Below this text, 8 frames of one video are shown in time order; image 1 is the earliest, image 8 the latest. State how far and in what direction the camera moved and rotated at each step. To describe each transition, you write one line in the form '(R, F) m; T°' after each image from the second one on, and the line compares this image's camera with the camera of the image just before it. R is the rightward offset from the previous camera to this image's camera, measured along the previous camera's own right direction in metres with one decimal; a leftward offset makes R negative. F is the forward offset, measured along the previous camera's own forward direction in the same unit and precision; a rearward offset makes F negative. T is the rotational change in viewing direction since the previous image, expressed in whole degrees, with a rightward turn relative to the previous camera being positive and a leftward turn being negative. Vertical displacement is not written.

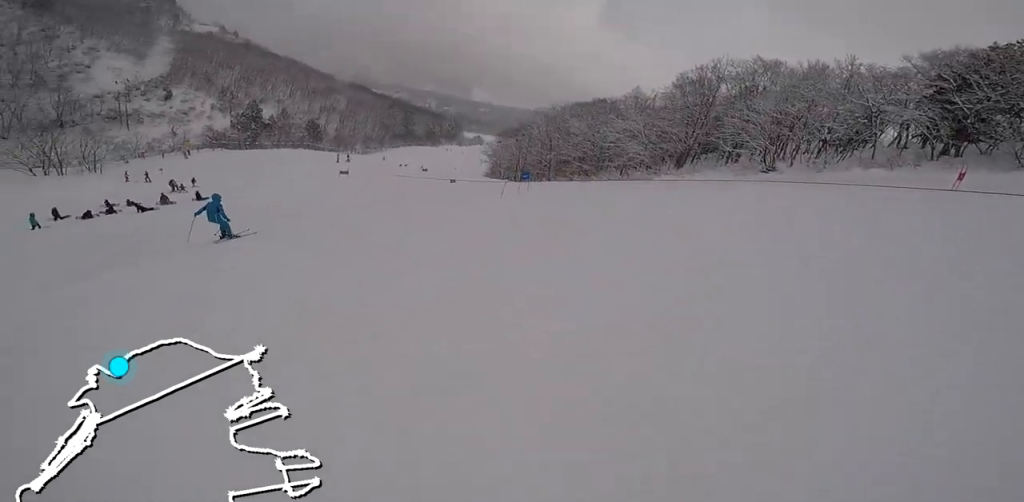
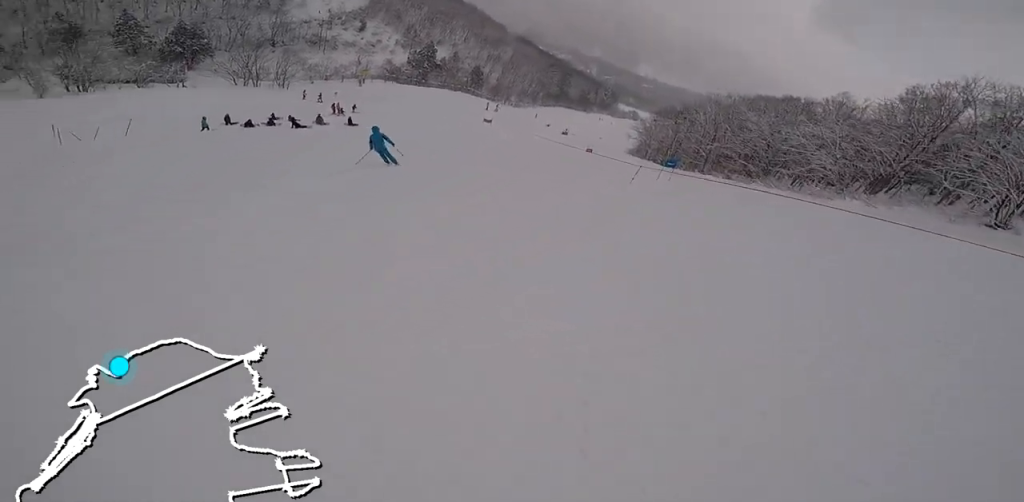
(+0.1, +2.7) m; -14°
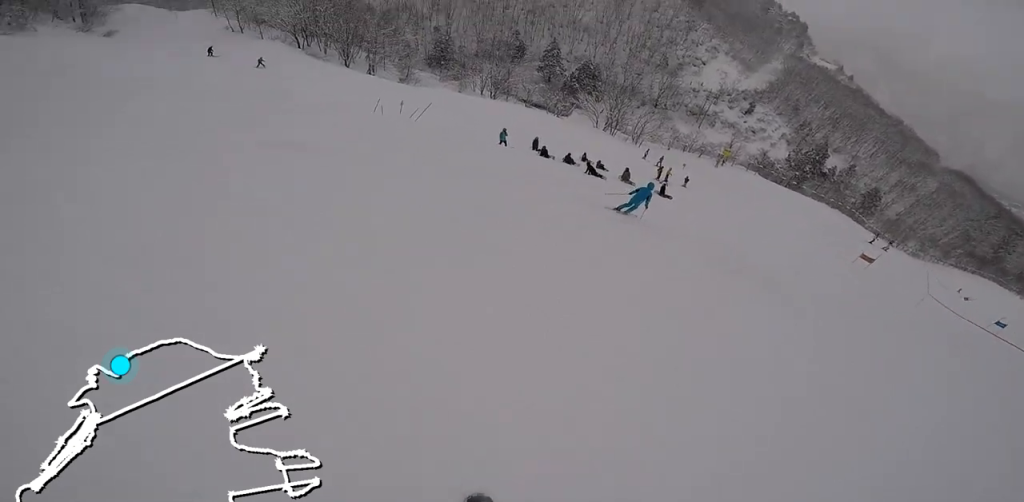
(-4.5, +11.4) m; -14°
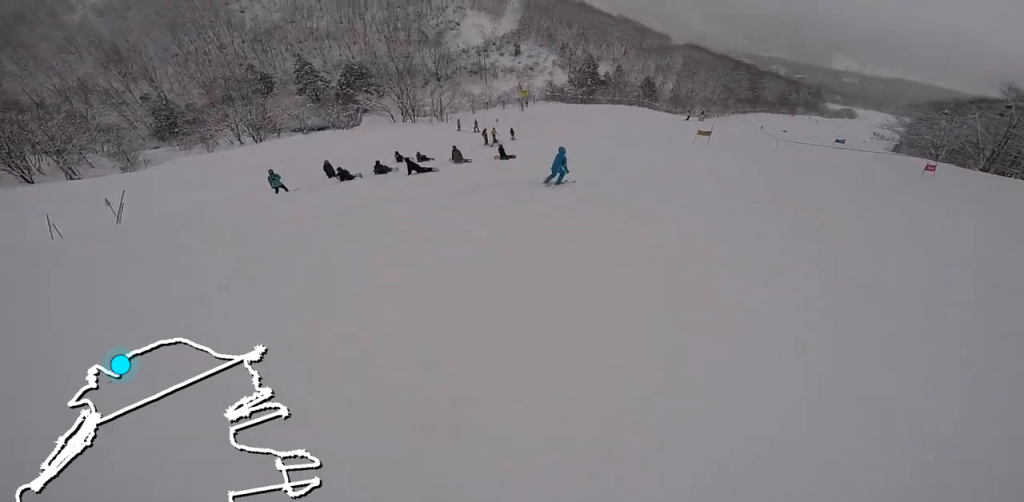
(+0.9, +5.9) m; +12°
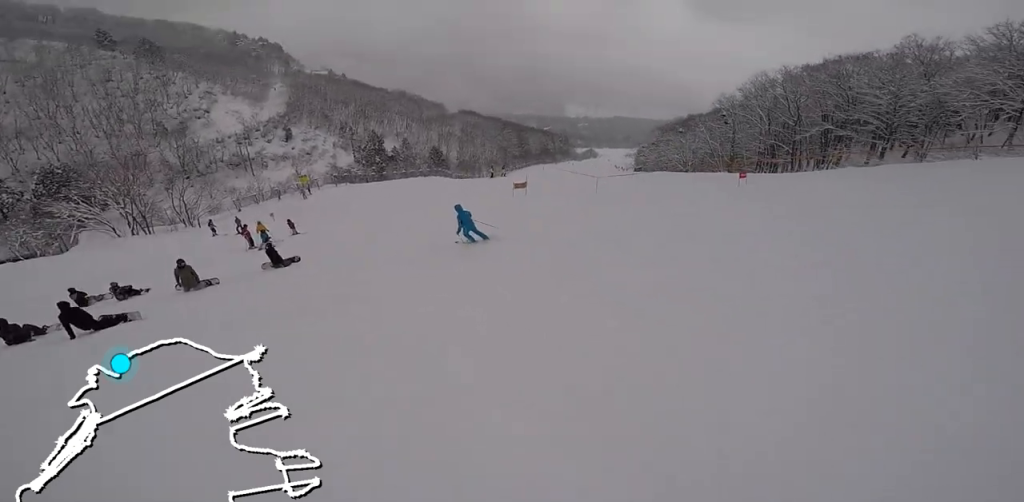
(+1.2, +7.2) m; +9°
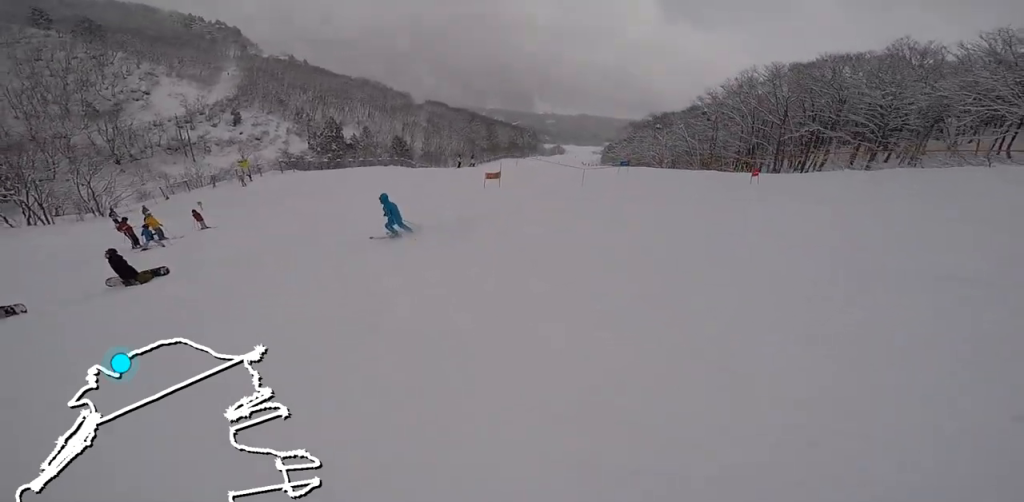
(0.0, +4.3) m; 0°
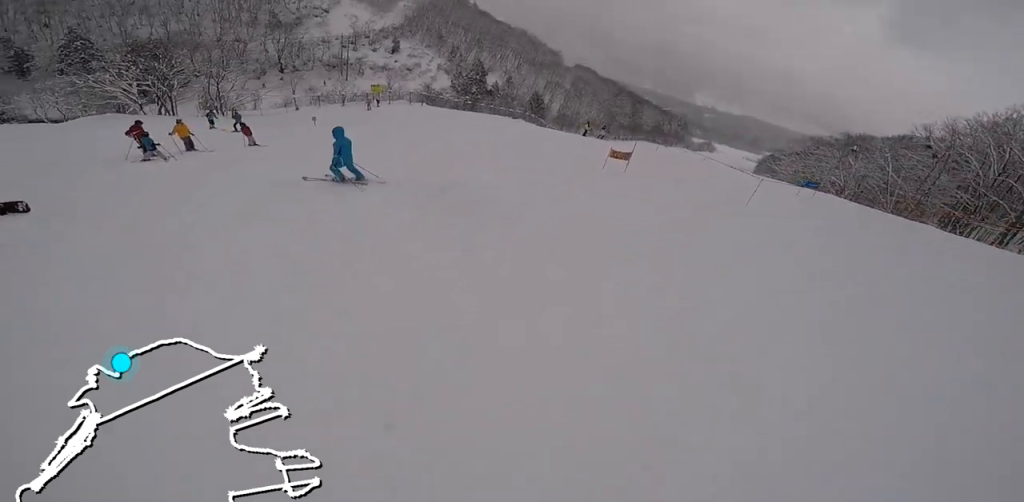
(0.0, +5.5) m; 0°
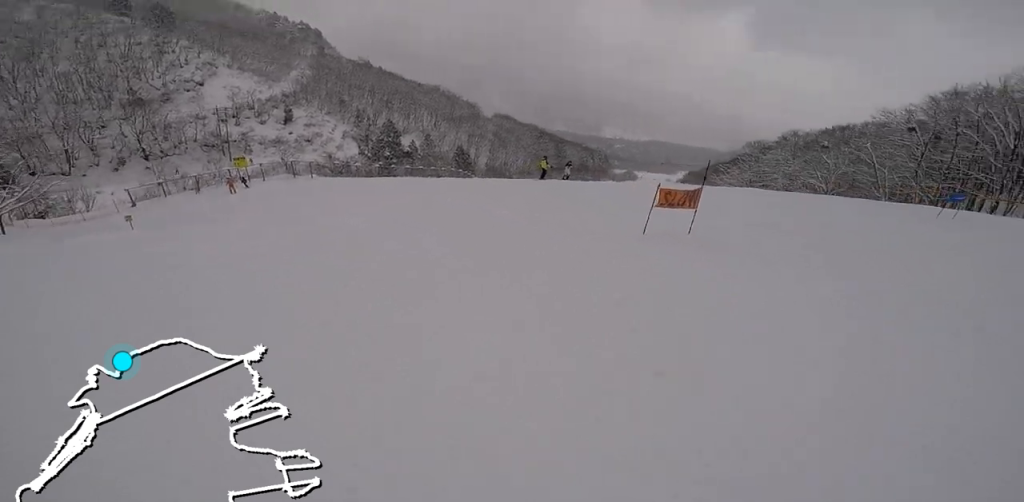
(0.0, +9.7) m; +8°
